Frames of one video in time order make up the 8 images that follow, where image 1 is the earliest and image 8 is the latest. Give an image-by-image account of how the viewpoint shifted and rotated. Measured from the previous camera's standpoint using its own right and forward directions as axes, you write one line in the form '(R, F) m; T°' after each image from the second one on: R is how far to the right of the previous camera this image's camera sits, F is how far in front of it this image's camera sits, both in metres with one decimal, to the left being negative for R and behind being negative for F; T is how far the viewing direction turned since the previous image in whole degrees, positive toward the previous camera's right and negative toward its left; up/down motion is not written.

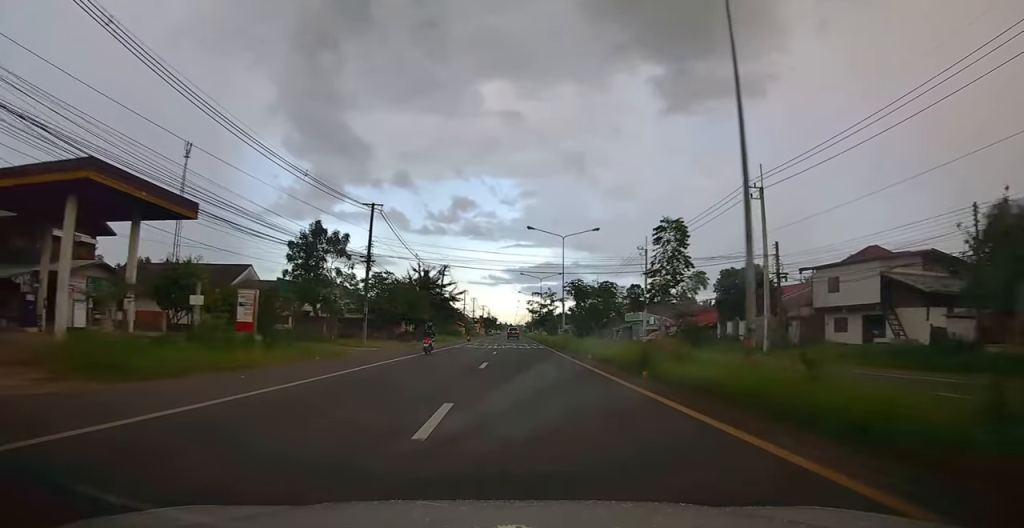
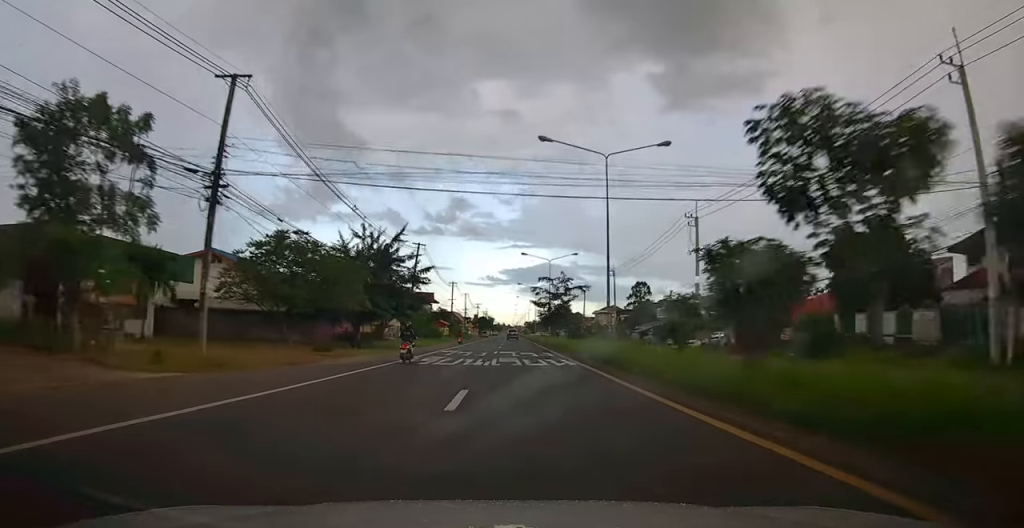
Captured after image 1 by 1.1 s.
(-0.3, +21.8) m; 0°
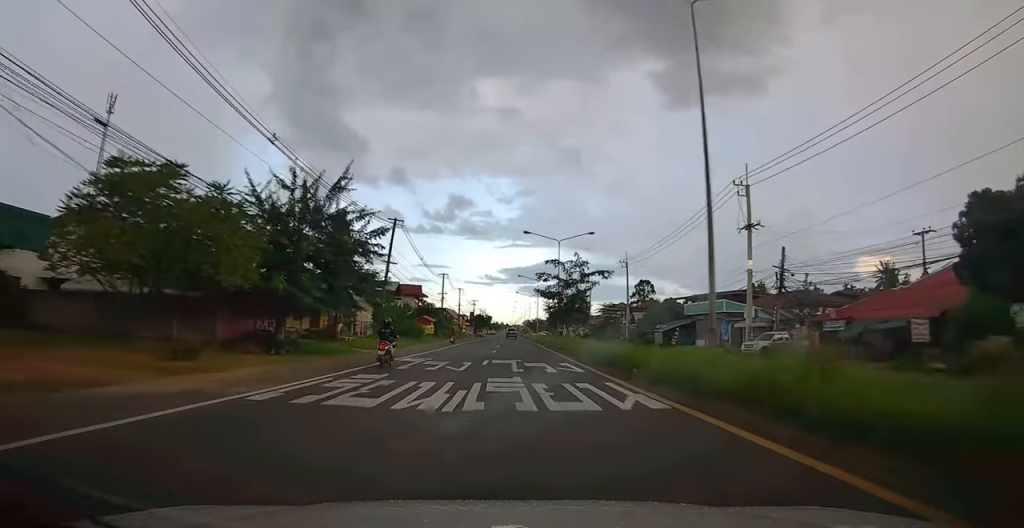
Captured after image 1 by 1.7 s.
(0.0, +12.5) m; 0°
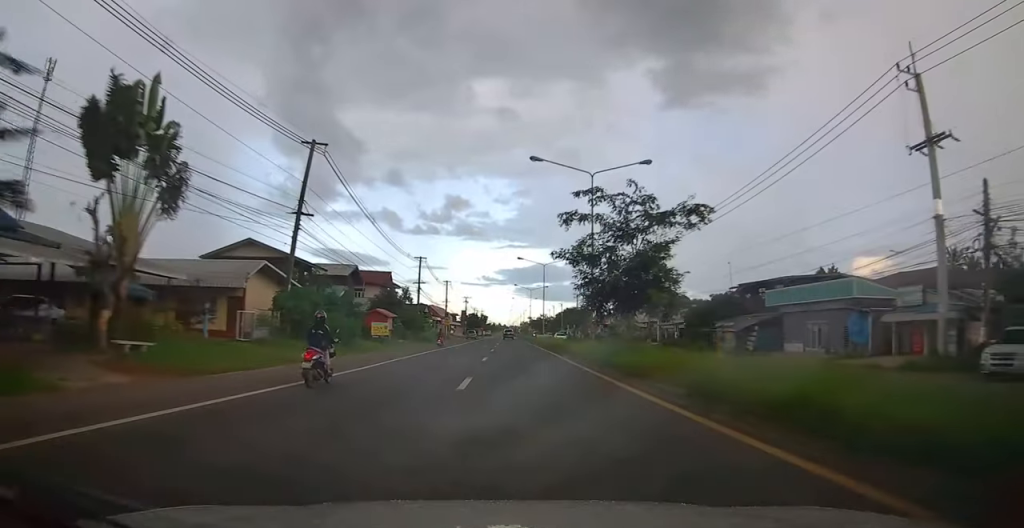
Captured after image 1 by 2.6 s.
(+0.4, +20.8) m; 0°
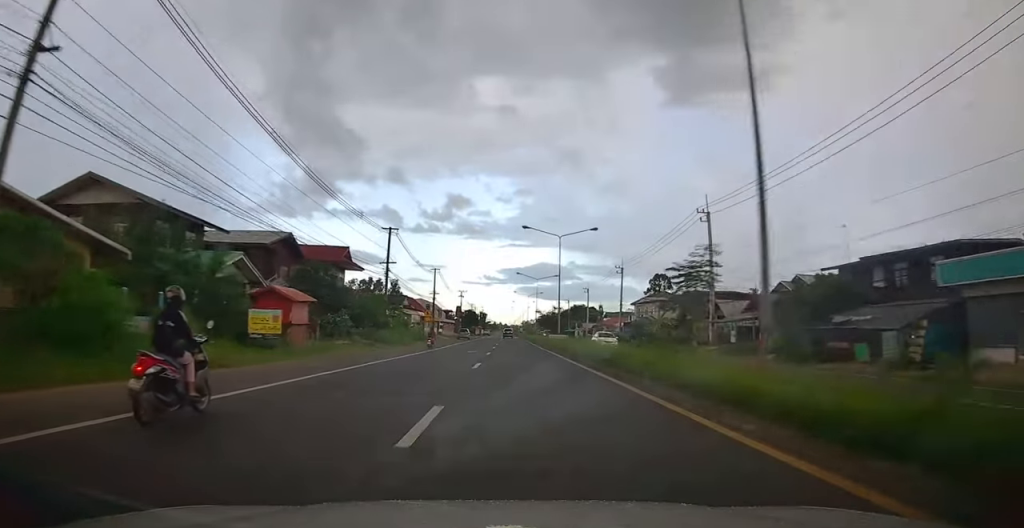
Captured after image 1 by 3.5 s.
(-0.1, +18.4) m; -1°
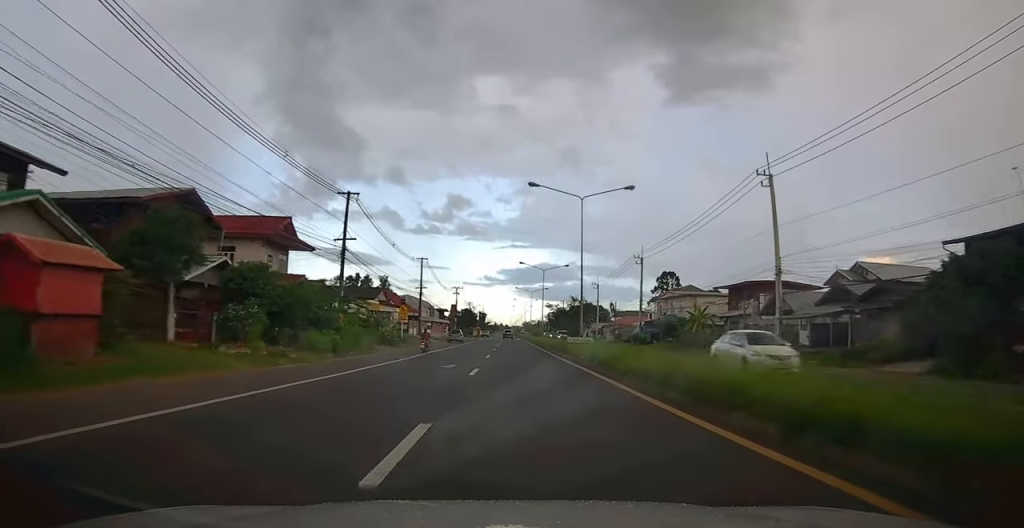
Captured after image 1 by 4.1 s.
(-0.5, +13.4) m; 0°
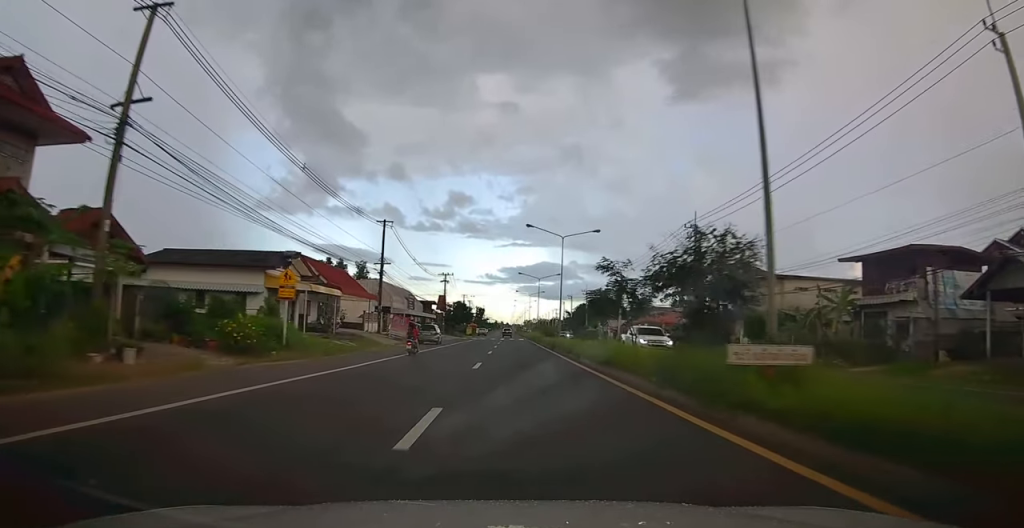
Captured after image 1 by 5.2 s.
(+0.6, +22.8) m; +2°
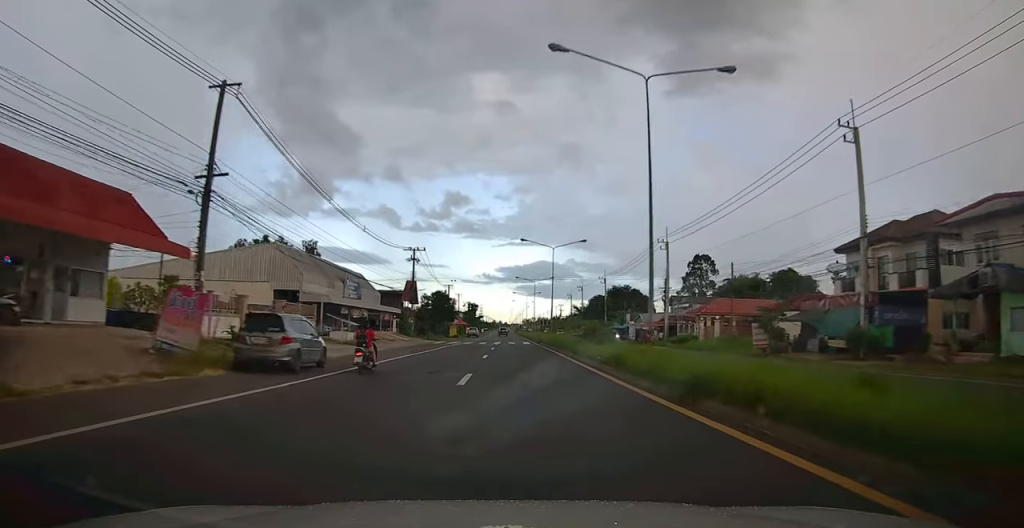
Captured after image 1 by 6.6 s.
(0.0, +29.5) m; 0°
